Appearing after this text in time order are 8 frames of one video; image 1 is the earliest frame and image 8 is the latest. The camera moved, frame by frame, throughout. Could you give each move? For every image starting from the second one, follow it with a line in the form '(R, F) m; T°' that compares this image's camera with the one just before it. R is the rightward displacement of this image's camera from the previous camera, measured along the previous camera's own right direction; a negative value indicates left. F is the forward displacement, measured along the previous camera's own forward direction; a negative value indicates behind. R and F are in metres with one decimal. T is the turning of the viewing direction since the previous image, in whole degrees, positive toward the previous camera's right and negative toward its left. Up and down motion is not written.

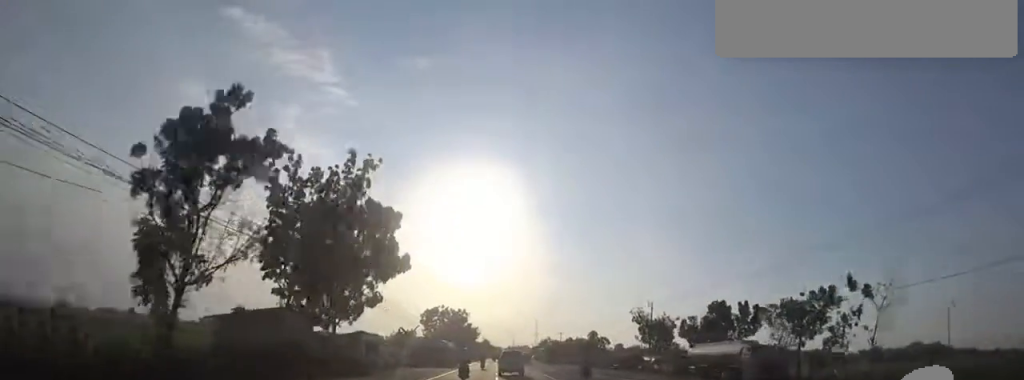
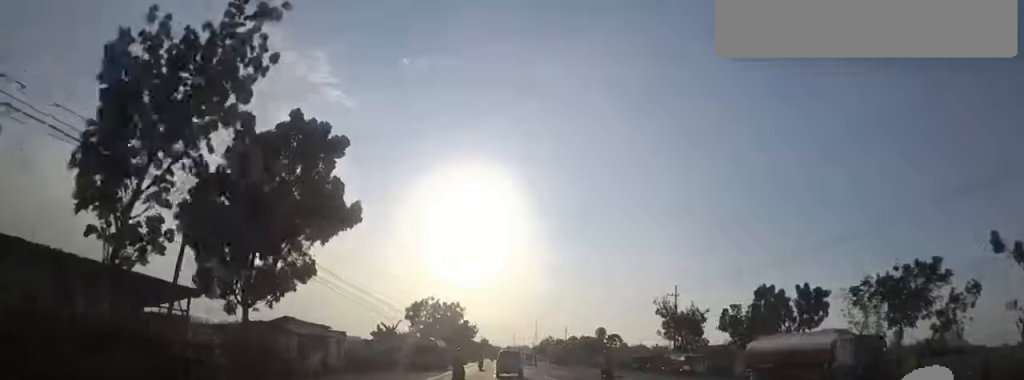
(-0.3, +10.2) m; 0°
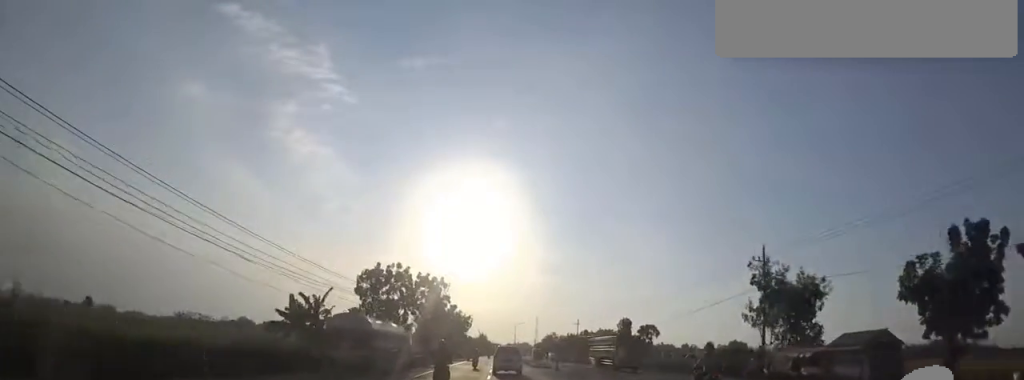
(+1.1, +22.0) m; +4°
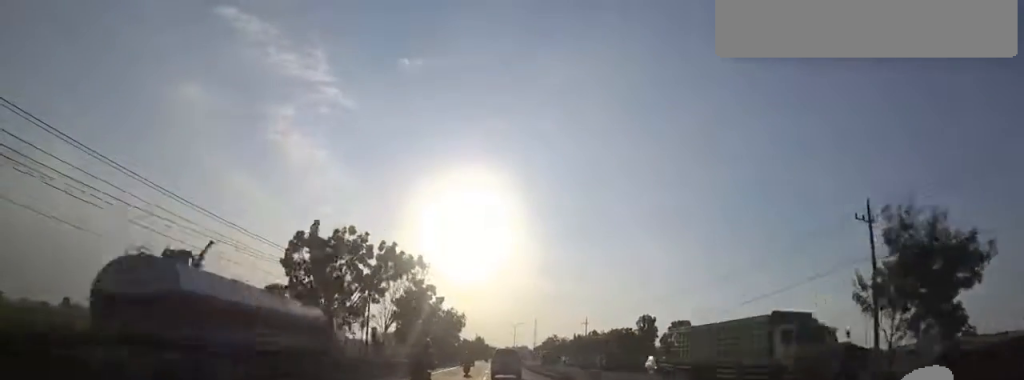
(+0.3, +13.8) m; 0°
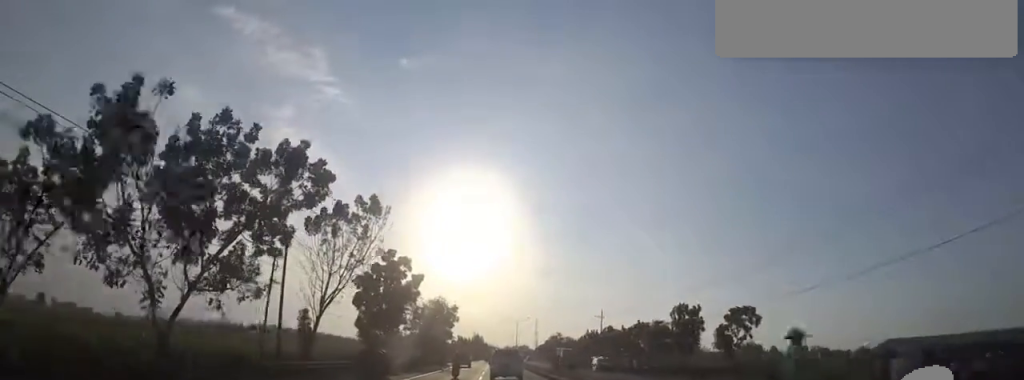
(-0.2, +15.2) m; 0°
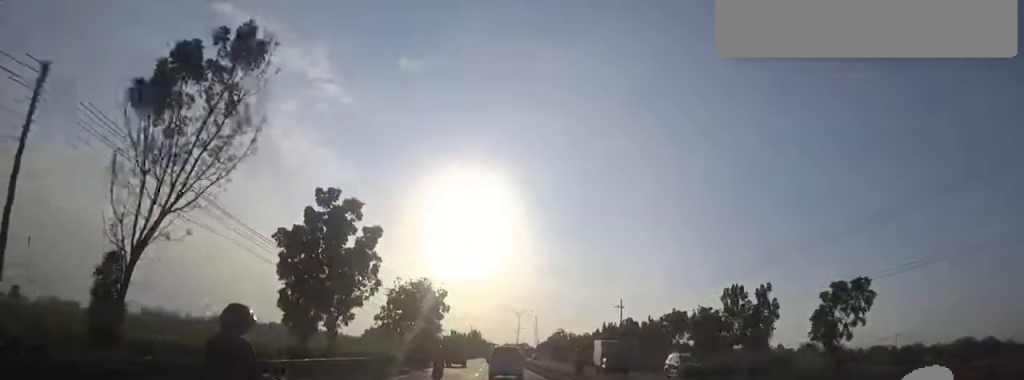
(-0.1, +14.5) m; 0°
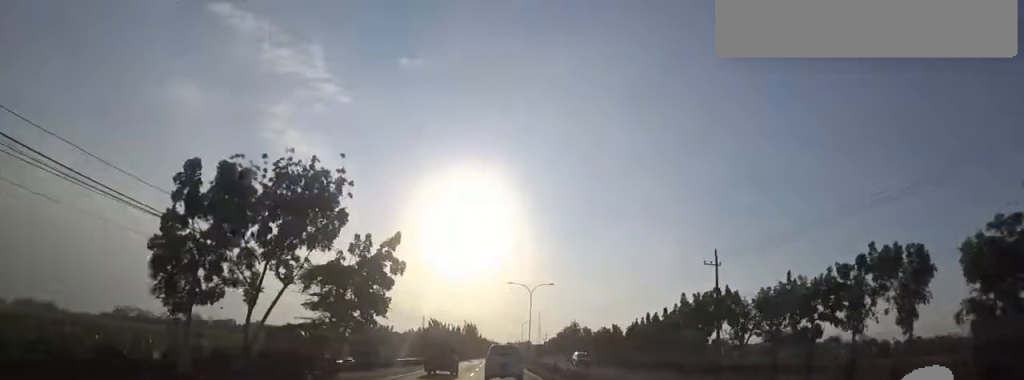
(+0.5, +32.0) m; 0°
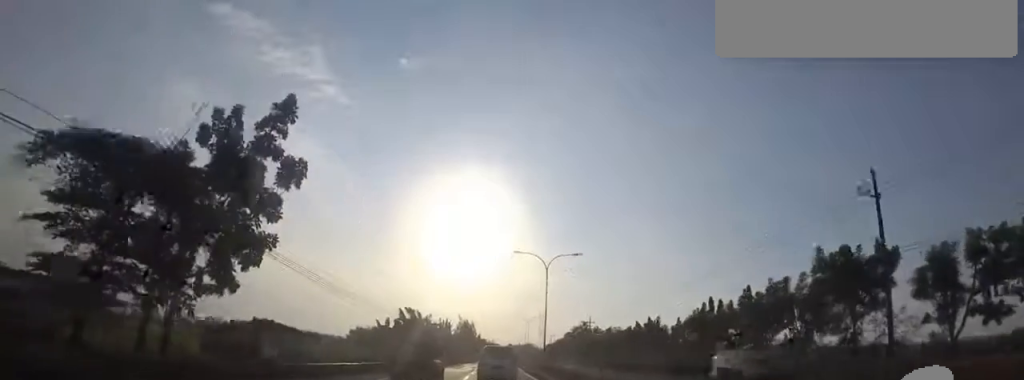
(-0.3, +19.2) m; 0°
